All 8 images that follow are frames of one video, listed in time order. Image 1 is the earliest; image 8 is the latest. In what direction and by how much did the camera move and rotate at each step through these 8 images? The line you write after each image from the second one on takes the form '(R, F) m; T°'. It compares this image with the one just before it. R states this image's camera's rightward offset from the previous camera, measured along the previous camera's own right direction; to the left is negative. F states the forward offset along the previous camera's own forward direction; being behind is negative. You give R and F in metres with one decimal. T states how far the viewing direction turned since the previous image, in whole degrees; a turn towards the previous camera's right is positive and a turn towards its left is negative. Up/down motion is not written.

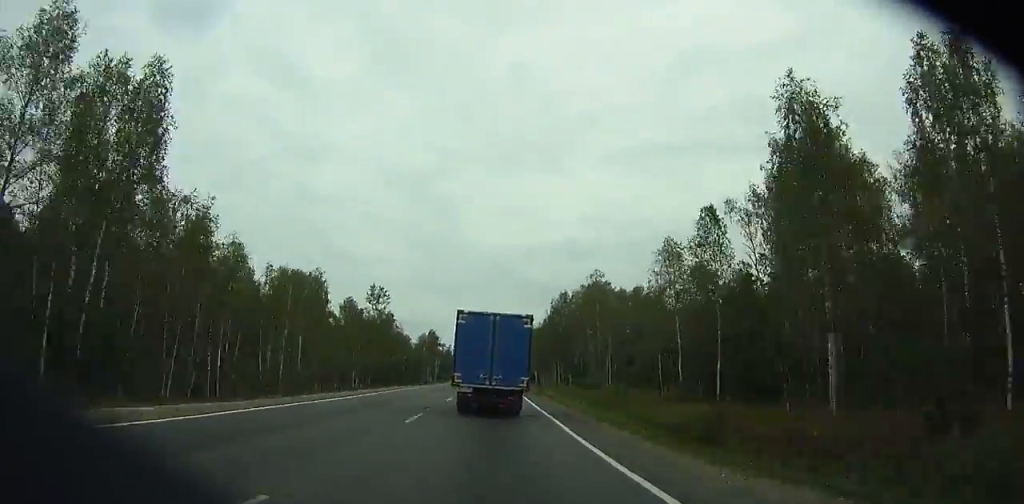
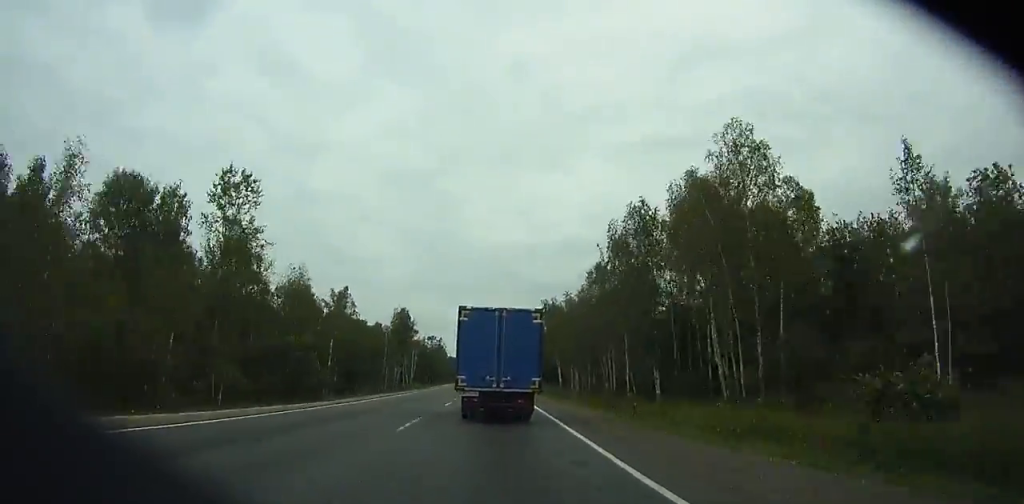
(0.0, +60.6) m; 0°
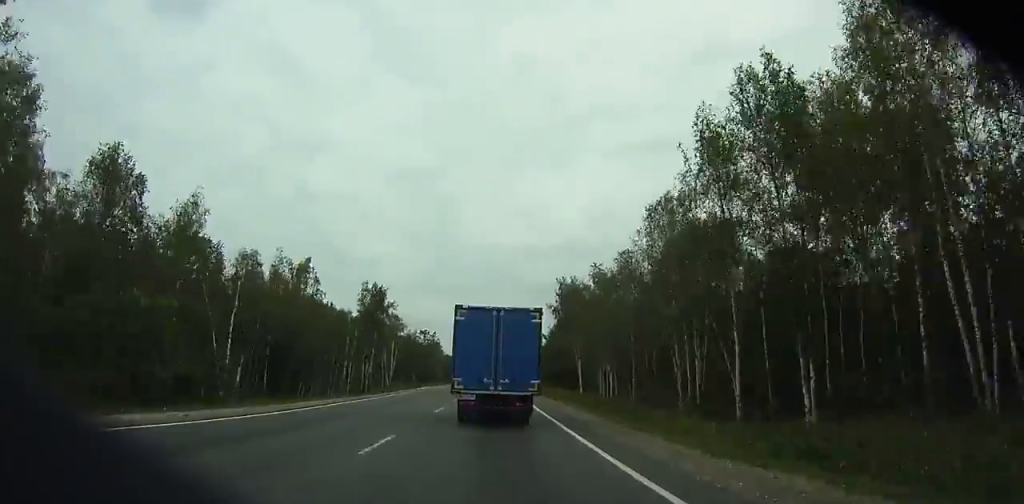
(0.0, +28.0) m; 0°
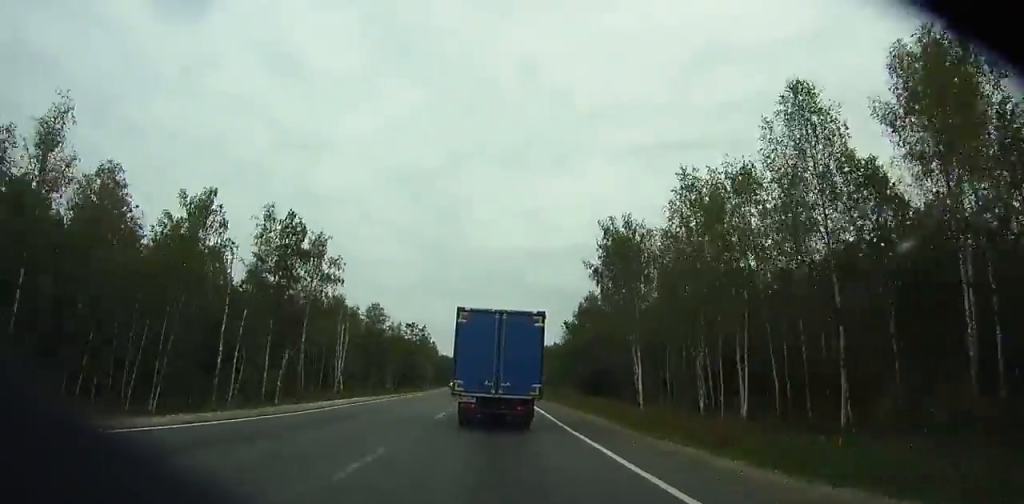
(0.0, +37.3) m; 0°
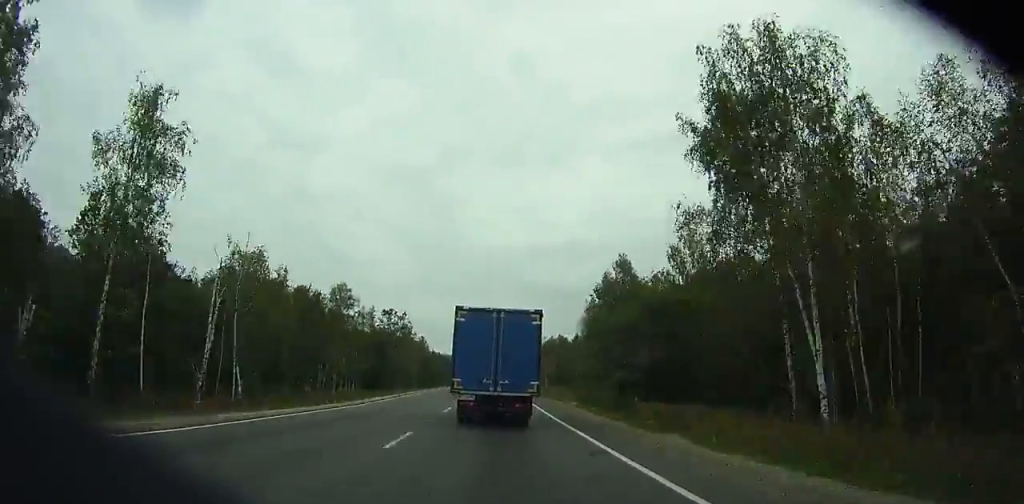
(+0.1, +33.4) m; 0°
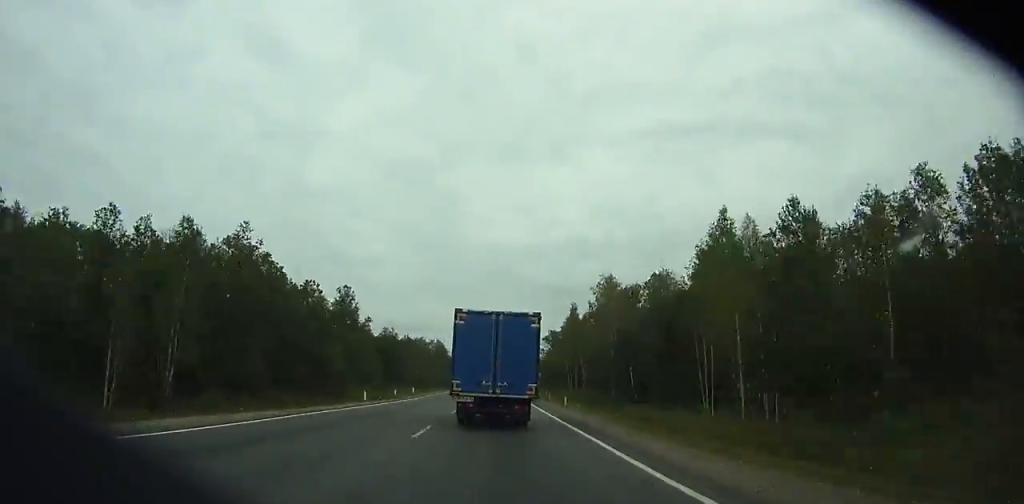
(-0.5, +141.6) m; 0°
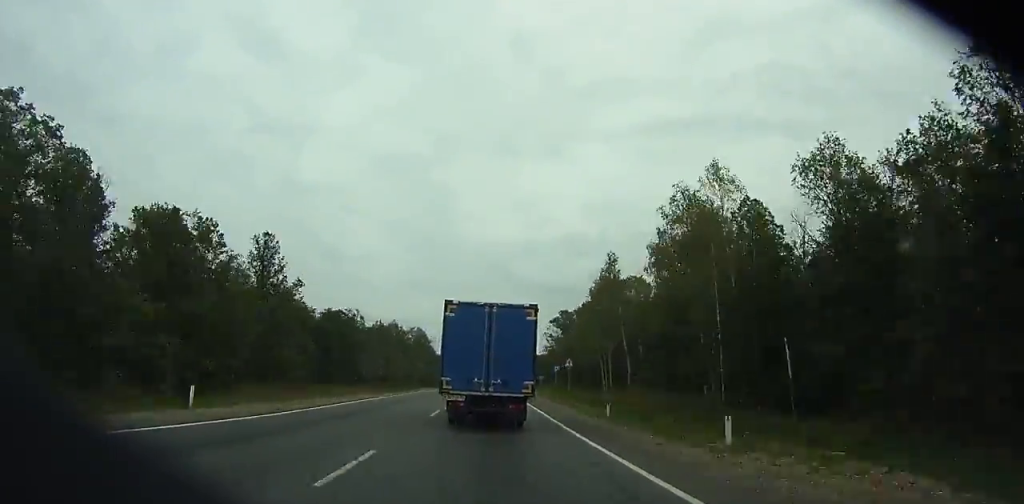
(0.0, +41.5) m; 0°
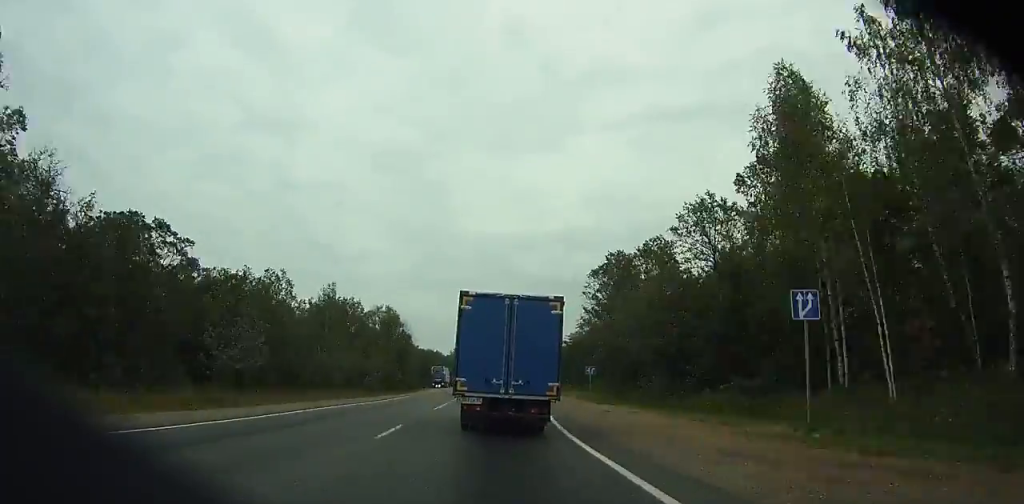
(+0.1, +53.1) m; 0°
